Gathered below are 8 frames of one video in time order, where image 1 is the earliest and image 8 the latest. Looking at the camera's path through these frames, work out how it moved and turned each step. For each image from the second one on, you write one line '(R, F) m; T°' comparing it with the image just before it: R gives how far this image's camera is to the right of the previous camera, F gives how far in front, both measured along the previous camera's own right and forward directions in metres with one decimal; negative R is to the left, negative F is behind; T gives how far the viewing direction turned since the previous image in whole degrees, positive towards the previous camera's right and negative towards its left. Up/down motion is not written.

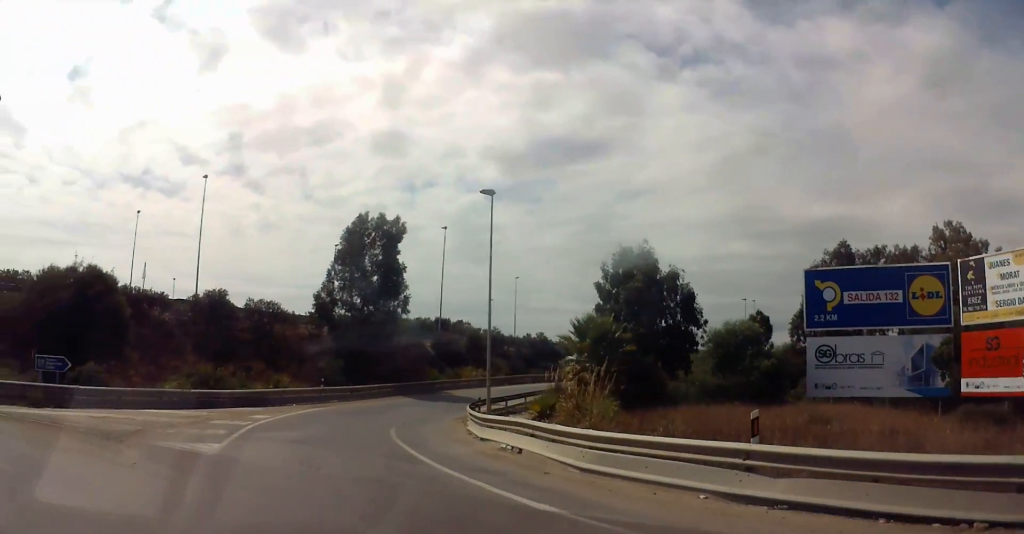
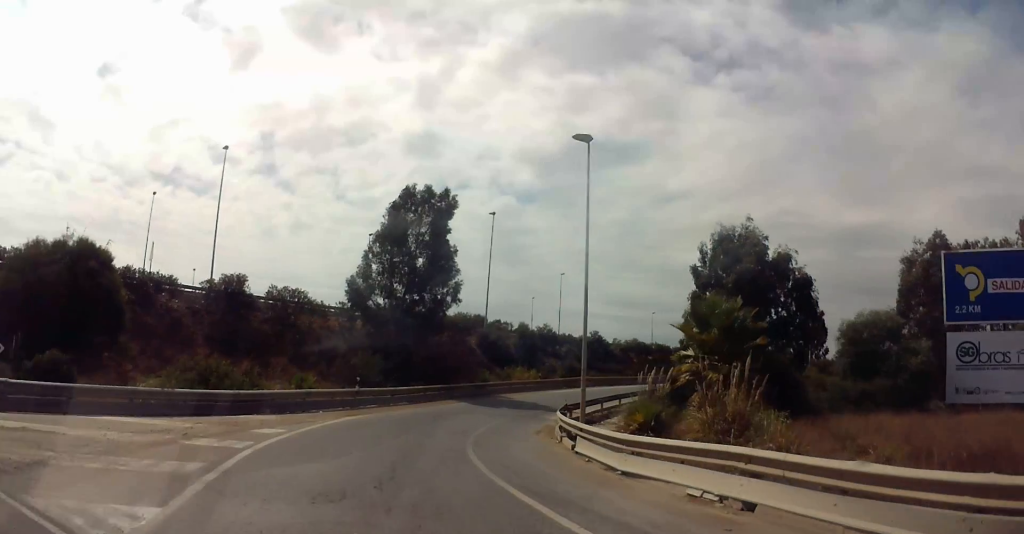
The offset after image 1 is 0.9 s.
(+0.7, +7.7) m; +2°
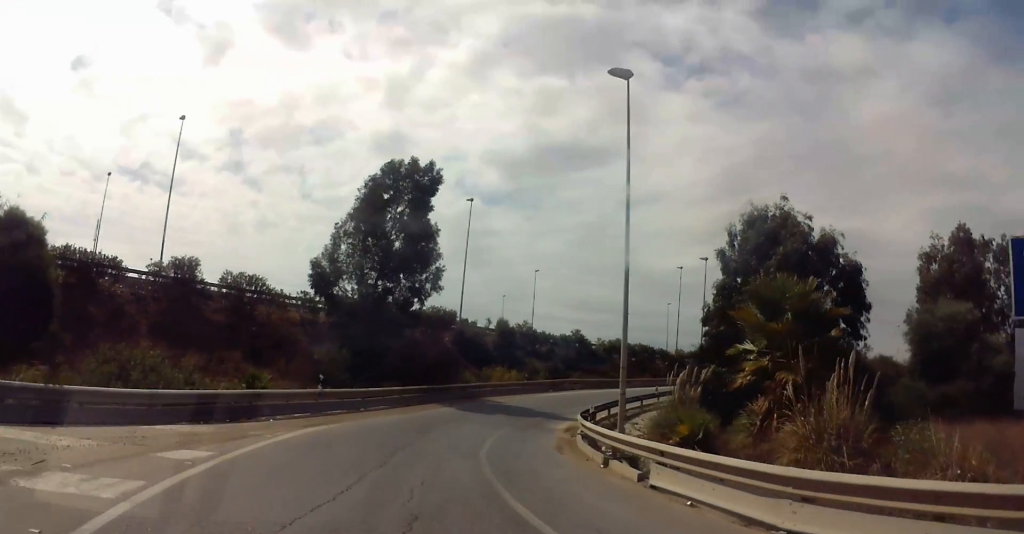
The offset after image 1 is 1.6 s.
(-0.2, +5.9) m; +1°
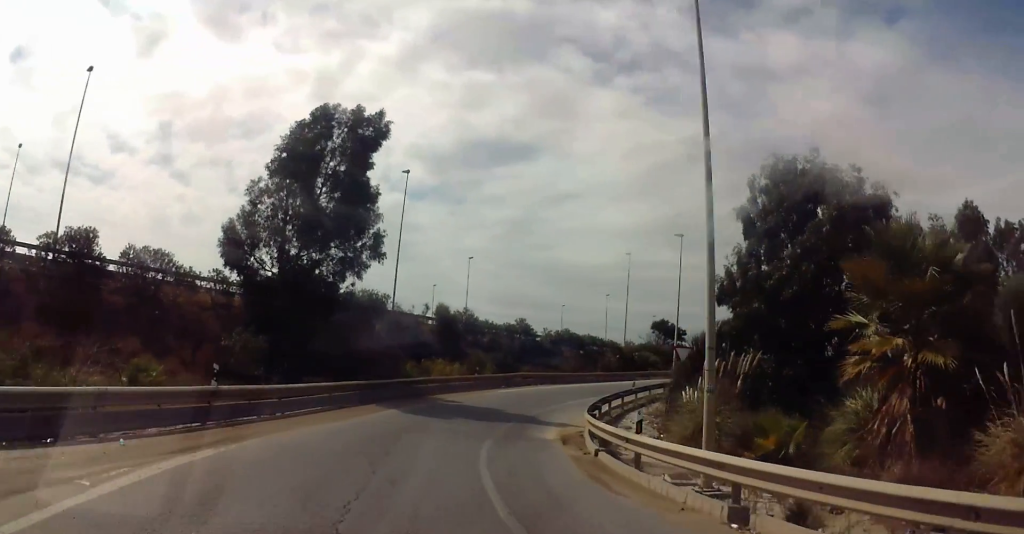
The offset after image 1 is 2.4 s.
(+0.1, +6.6) m; +4°
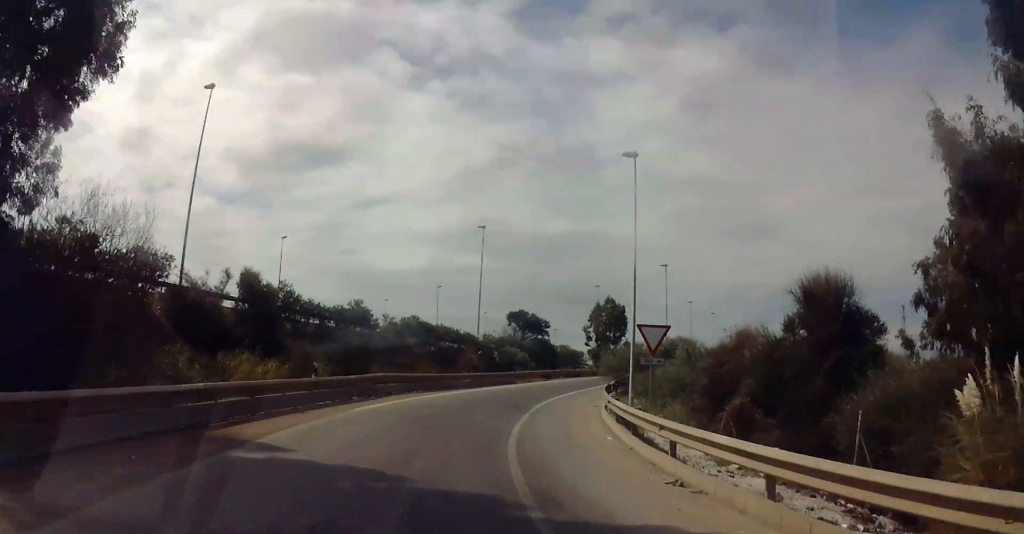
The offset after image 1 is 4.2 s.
(+2.2, +16.9) m; +14°
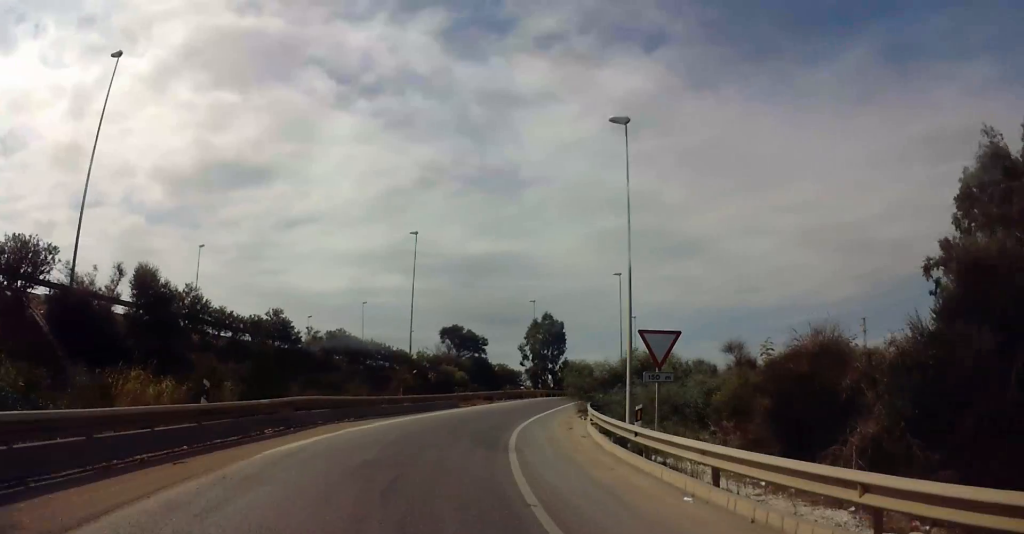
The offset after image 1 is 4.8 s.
(0.0, +6.0) m; +6°
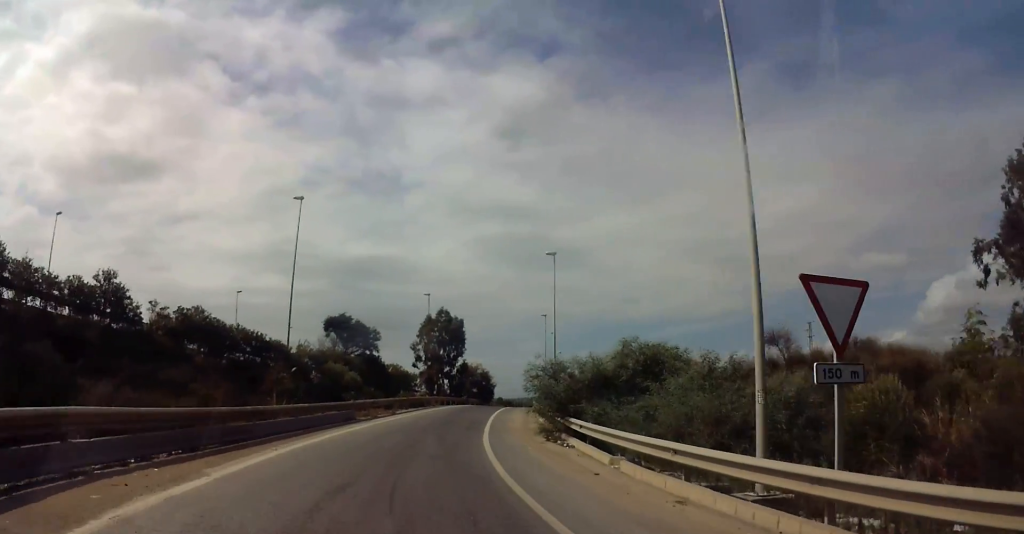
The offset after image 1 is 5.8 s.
(+1.3, +10.8) m; +10°
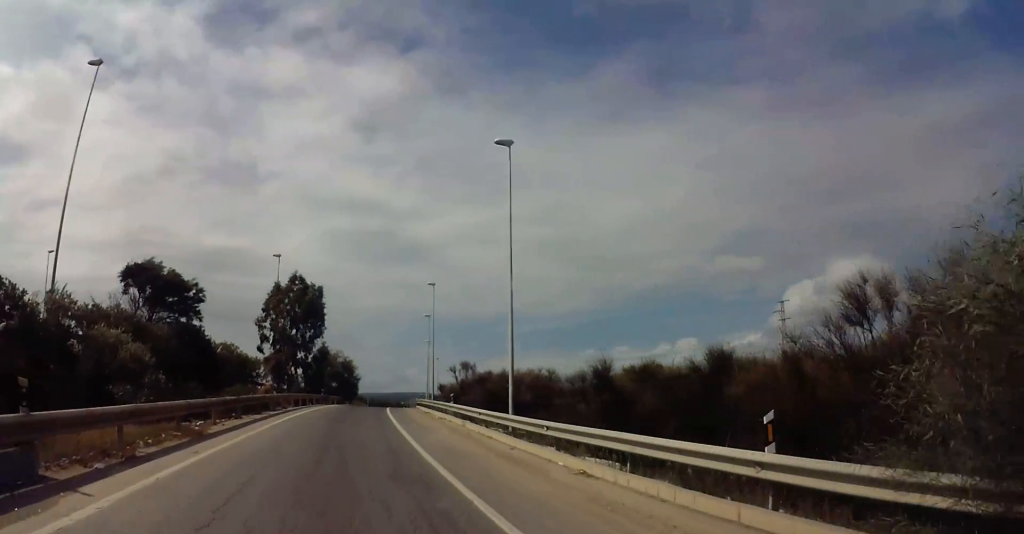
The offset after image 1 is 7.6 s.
(+0.9, +19.5) m; +6°
